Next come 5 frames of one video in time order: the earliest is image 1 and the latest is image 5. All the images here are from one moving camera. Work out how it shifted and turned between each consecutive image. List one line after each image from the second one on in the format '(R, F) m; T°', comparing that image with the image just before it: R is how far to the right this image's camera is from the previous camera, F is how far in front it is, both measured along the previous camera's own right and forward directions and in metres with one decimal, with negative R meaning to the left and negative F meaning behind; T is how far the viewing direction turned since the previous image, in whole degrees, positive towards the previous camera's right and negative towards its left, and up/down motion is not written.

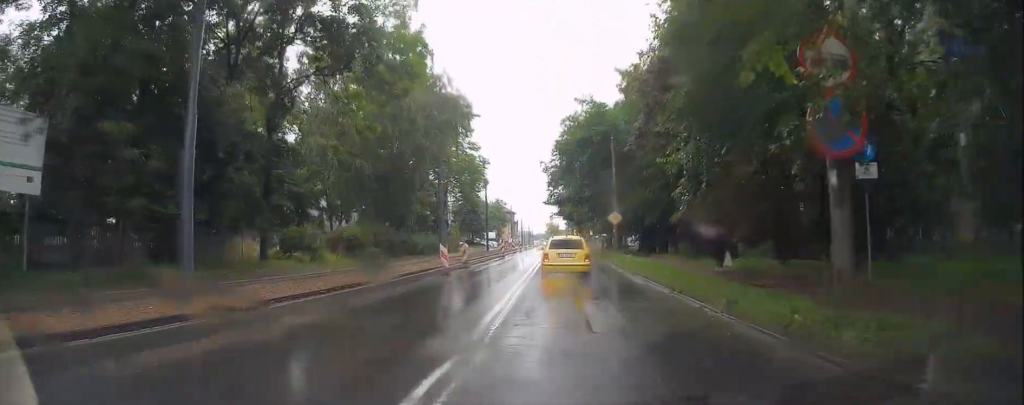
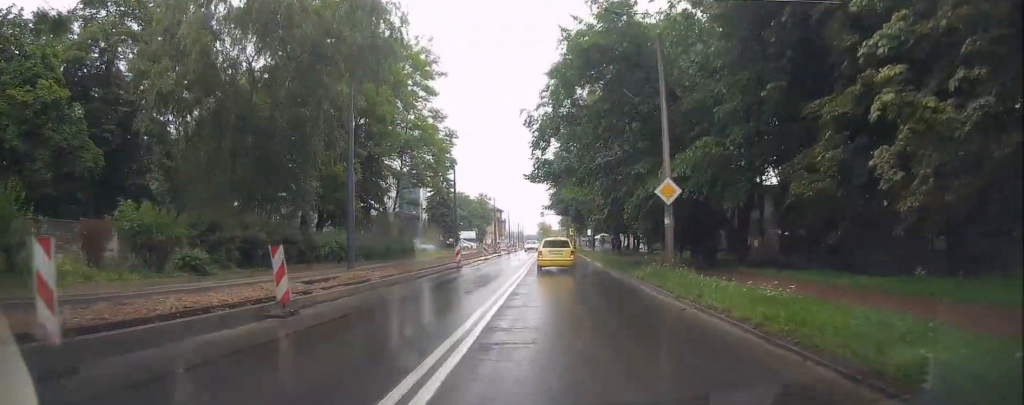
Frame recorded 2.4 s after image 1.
(+0.6, +19.8) m; 0°
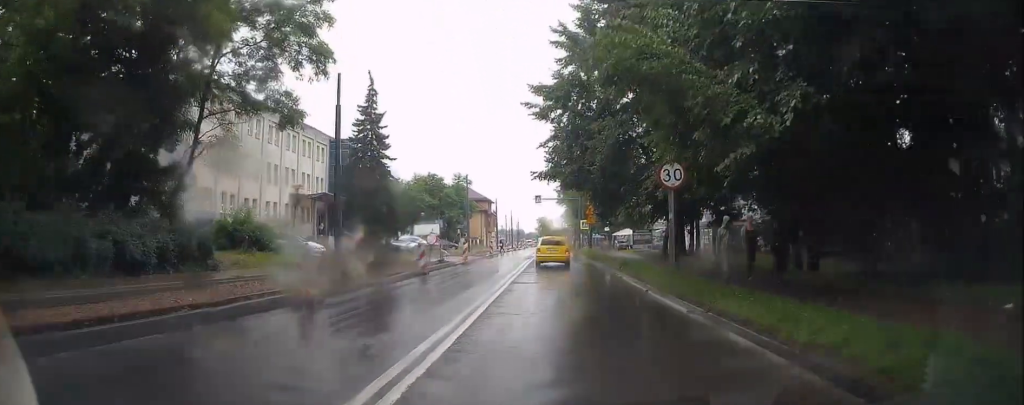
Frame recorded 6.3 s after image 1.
(-0.7, +32.3) m; +2°
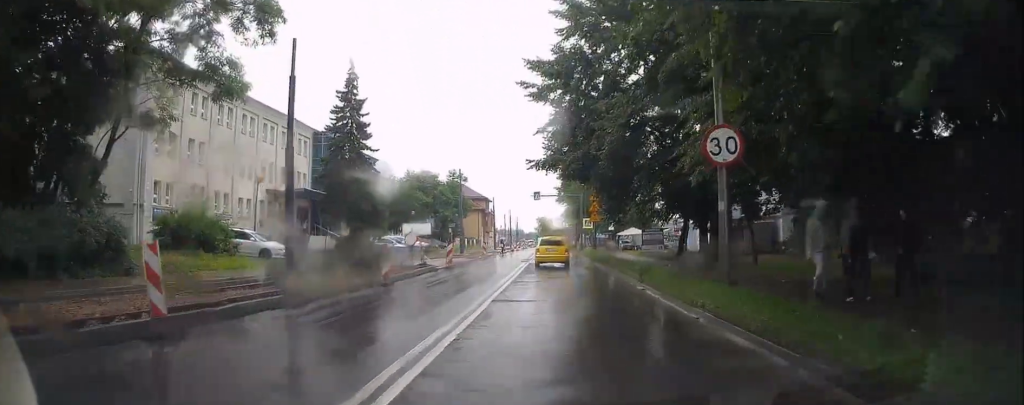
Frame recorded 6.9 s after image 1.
(+0.1, +4.7) m; +1°
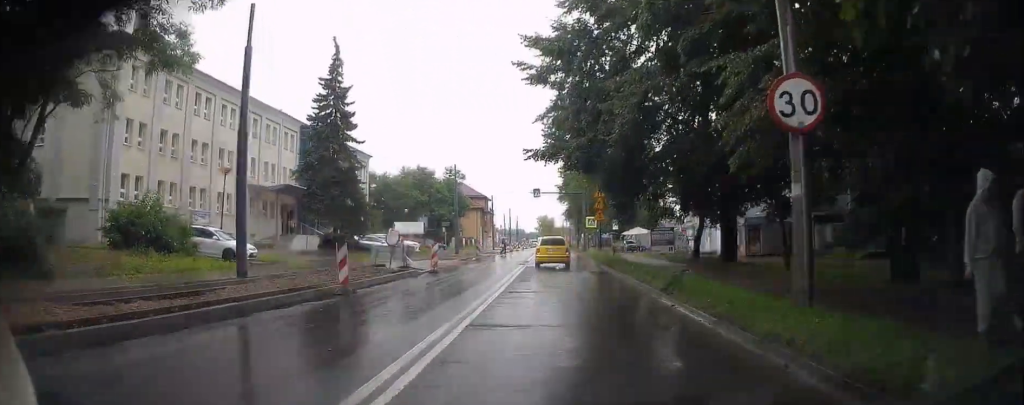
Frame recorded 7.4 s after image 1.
(+0.1, +3.3) m; -1°
